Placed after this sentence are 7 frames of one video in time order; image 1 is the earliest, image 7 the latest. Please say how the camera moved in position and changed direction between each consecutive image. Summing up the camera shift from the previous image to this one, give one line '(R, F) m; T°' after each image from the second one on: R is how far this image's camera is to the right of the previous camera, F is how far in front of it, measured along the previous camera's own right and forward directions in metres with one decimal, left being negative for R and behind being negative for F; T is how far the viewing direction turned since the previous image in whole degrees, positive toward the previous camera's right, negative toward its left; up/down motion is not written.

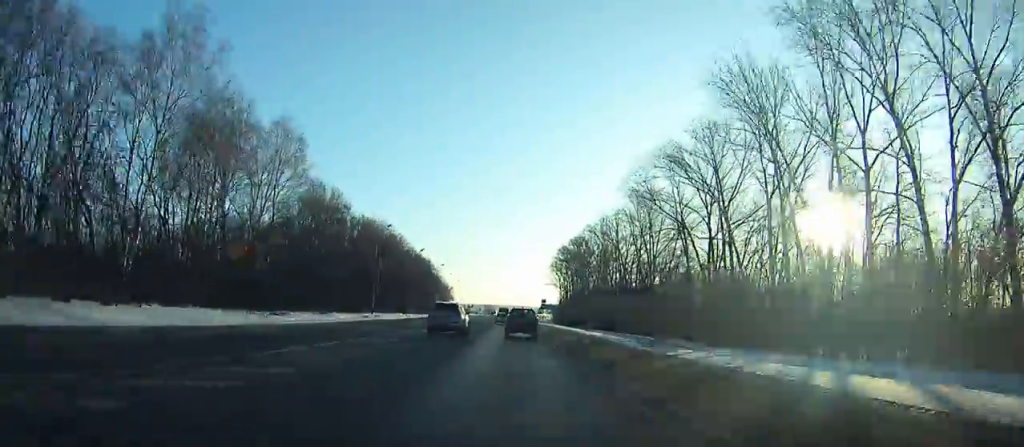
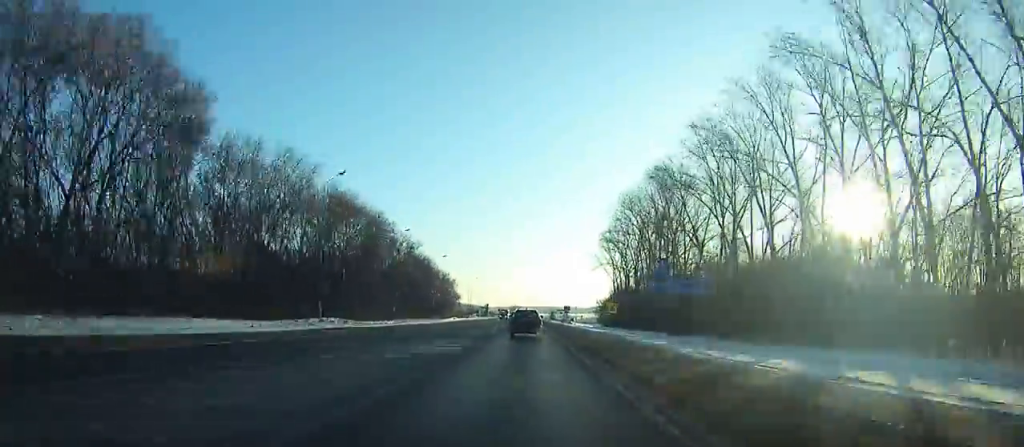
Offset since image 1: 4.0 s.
(-3.2, +82.5) m; -3°
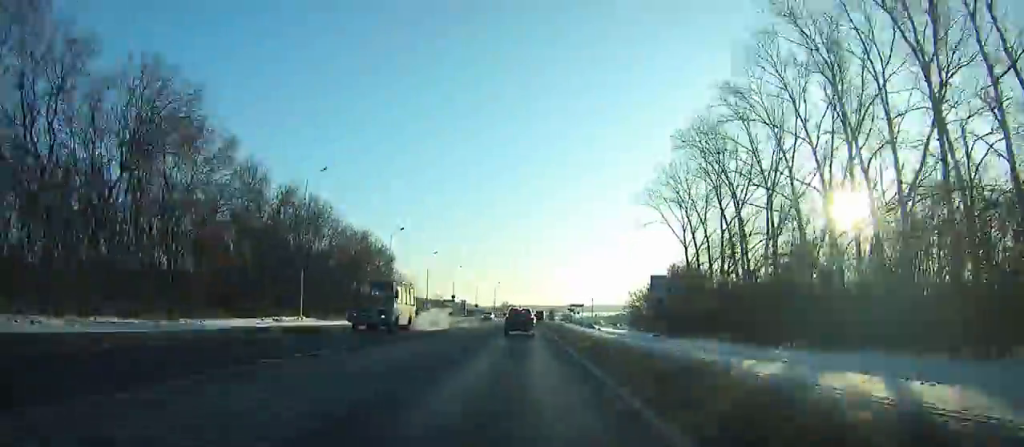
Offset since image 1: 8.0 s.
(-0.2, +82.6) m; 0°
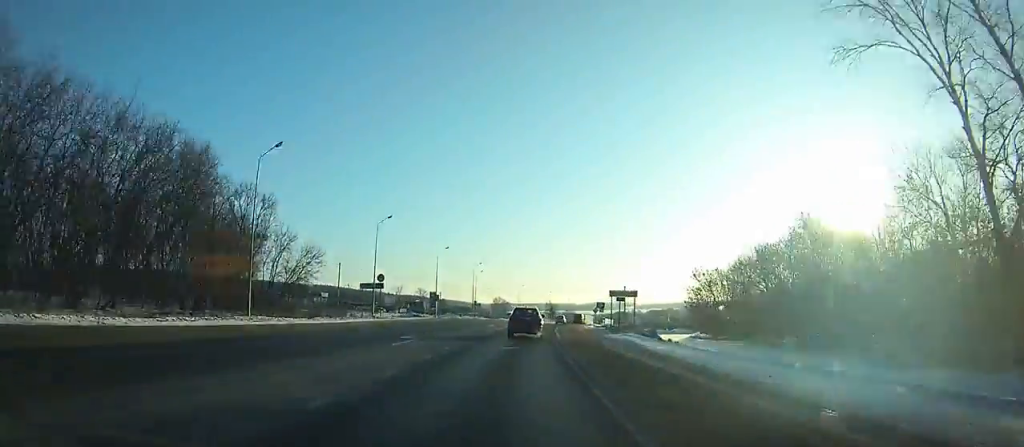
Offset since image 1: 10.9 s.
(+0.3, +58.8) m; +2°
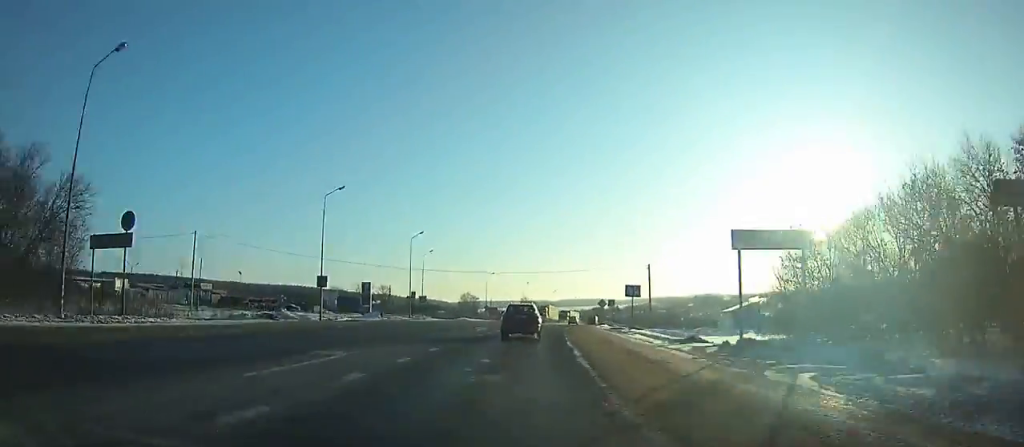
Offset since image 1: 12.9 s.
(+0.2, +39.5) m; +2°
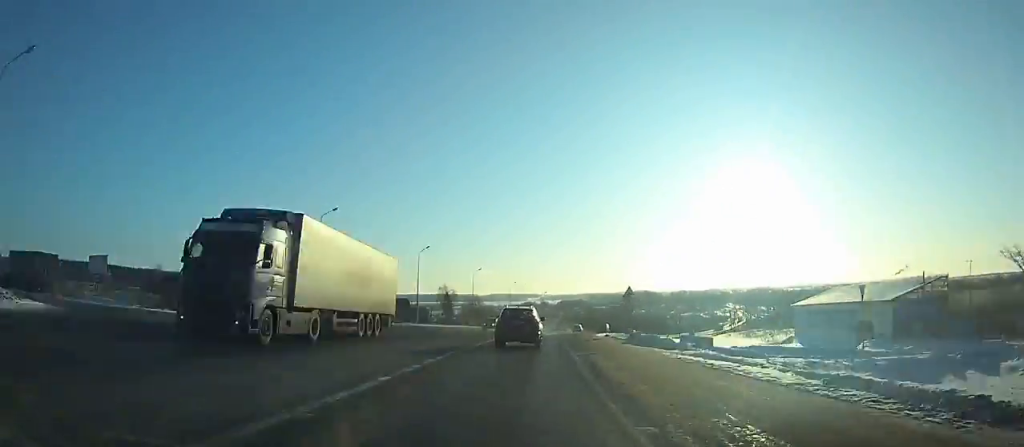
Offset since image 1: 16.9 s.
(+4.6, +74.9) m; +7°
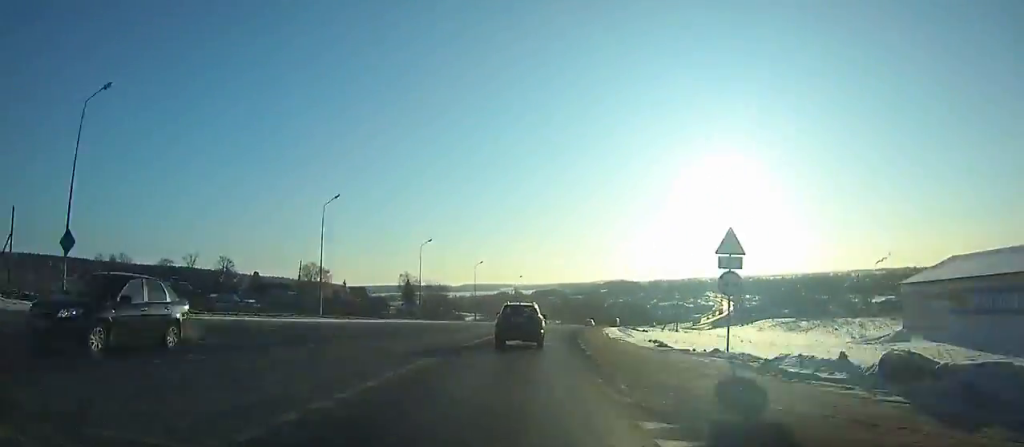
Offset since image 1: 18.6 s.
(+0.4, +30.7) m; +3°
